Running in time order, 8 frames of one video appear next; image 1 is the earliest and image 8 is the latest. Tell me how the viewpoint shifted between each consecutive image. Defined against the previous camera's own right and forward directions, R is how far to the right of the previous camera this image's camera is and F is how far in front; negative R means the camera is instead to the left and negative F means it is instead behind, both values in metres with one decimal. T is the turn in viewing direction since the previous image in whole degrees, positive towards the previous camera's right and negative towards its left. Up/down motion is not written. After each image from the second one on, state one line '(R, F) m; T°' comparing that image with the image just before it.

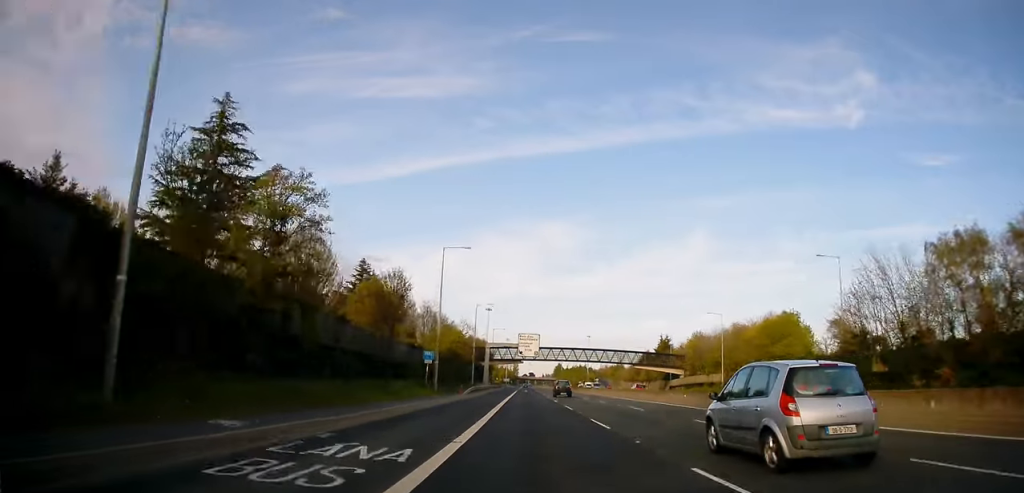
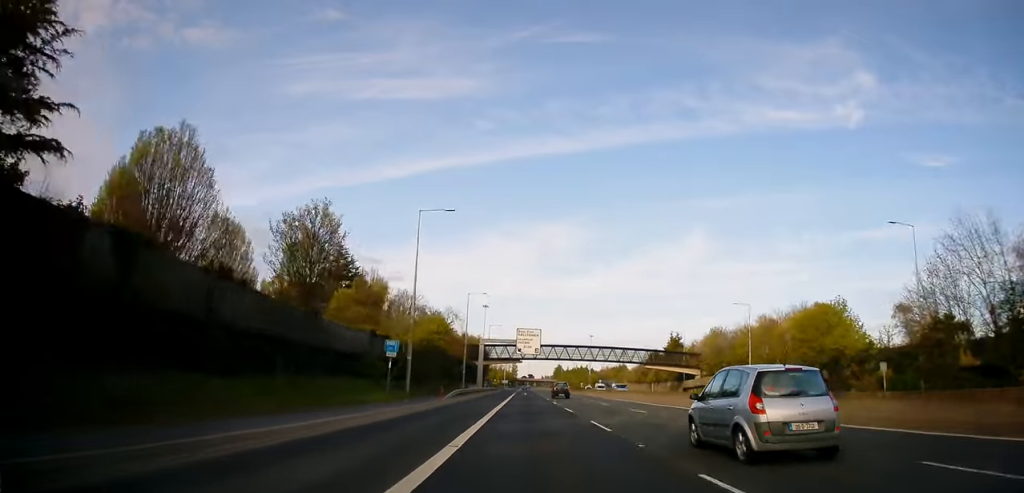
(-0.3, +13.1) m; -1°
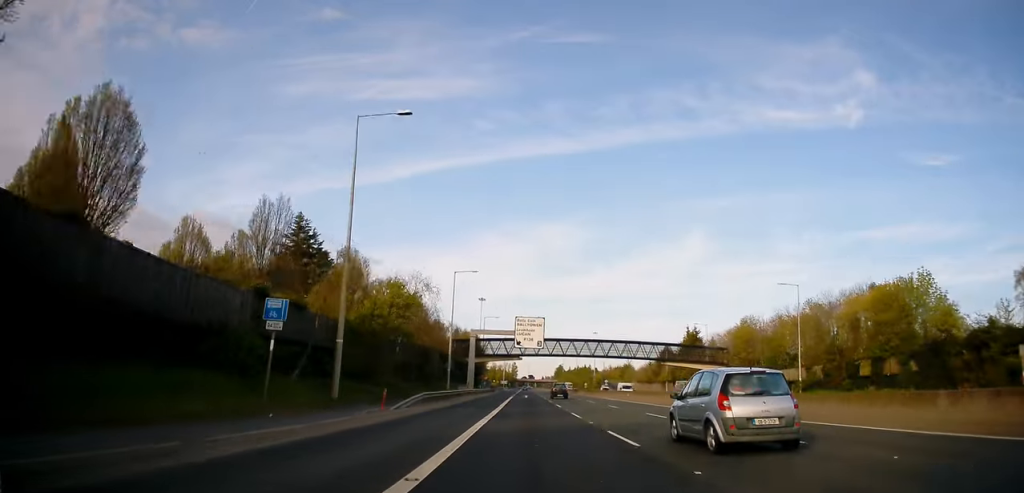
(-0.1, +16.6) m; 0°
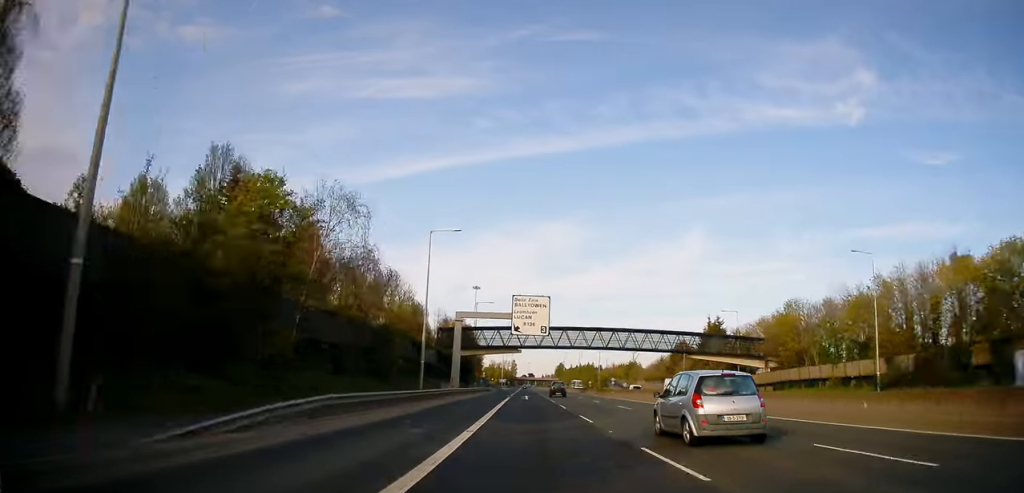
(+0.1, +17.5) m; +1°
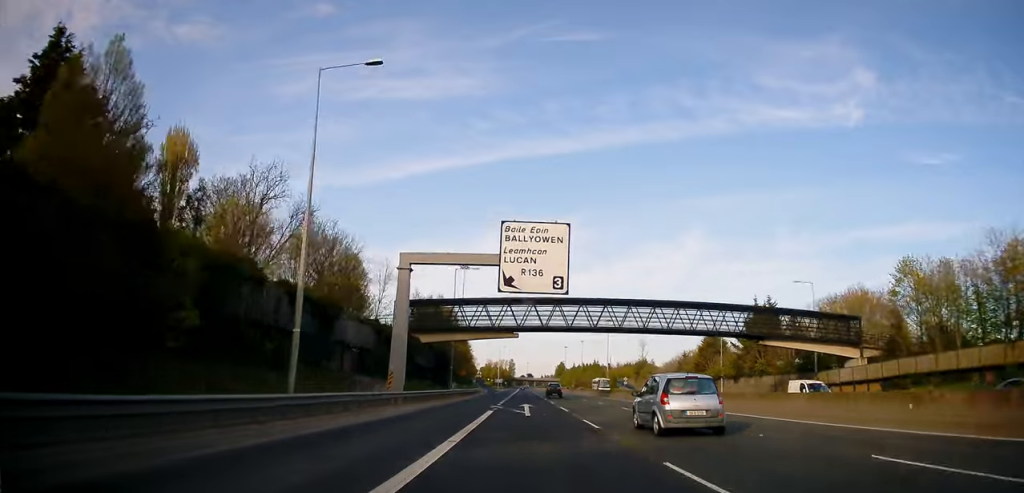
(+0.4, +28.0) m; 0°
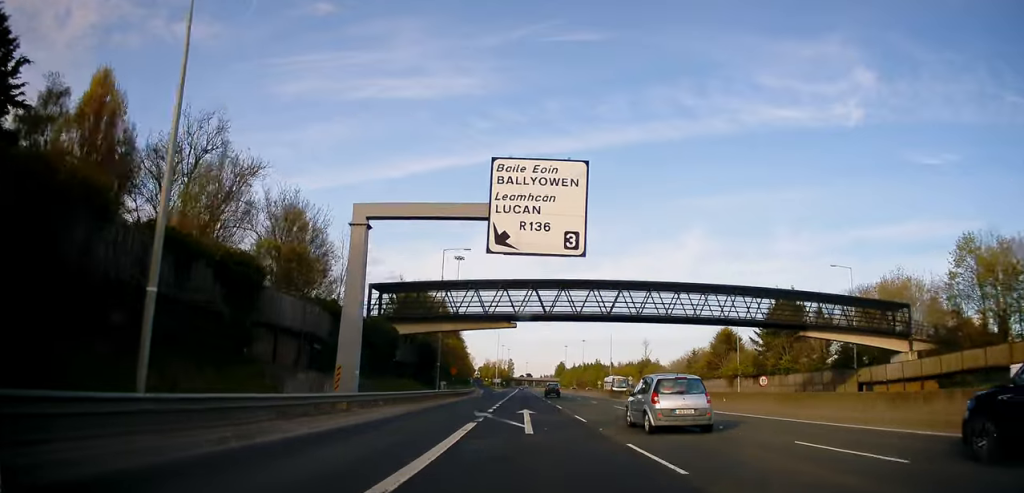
(0.0, +9.7) m; 0°
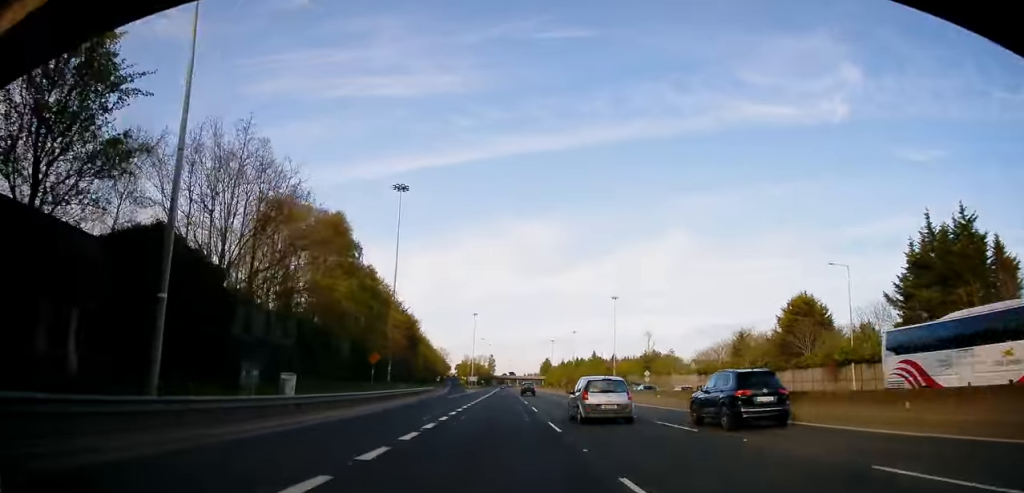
(+0.4, +42.2) m; +2°
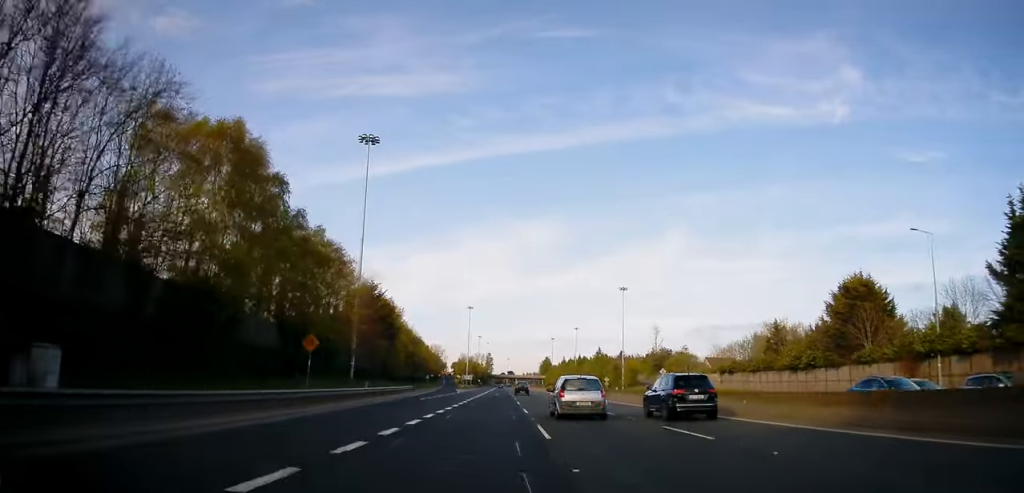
(+0.2, +15.8) m; 0°
